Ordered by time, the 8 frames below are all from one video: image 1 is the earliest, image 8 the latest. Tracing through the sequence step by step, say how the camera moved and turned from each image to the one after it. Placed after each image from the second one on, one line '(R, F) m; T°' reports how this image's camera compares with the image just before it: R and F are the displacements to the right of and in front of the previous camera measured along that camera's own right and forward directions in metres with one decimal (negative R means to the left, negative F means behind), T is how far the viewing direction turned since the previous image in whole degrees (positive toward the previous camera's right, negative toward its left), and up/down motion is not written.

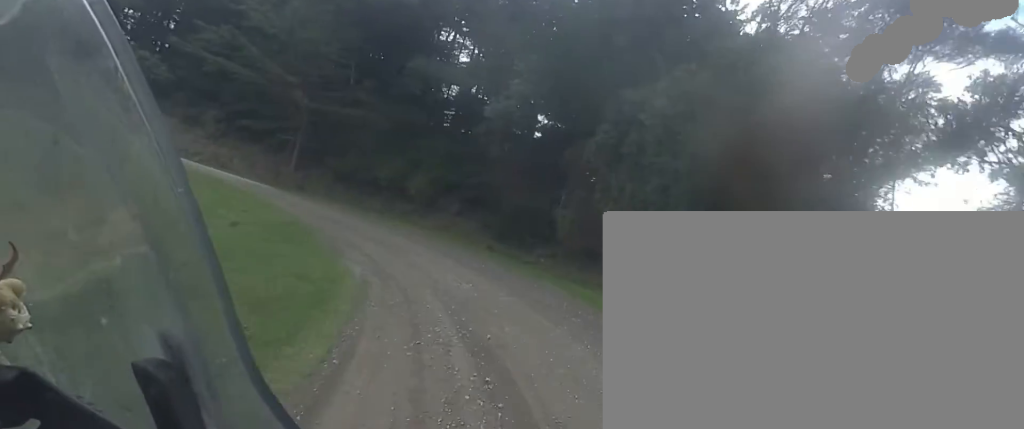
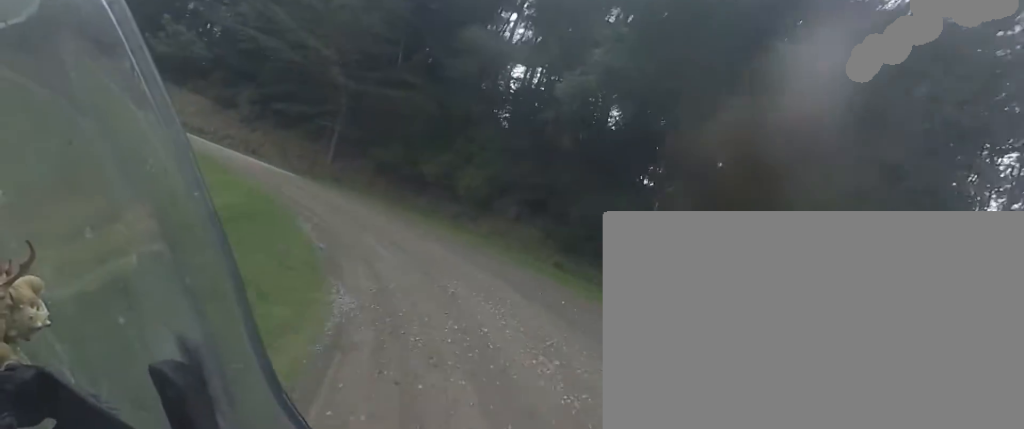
(-0.4, +5.3) m; -7°
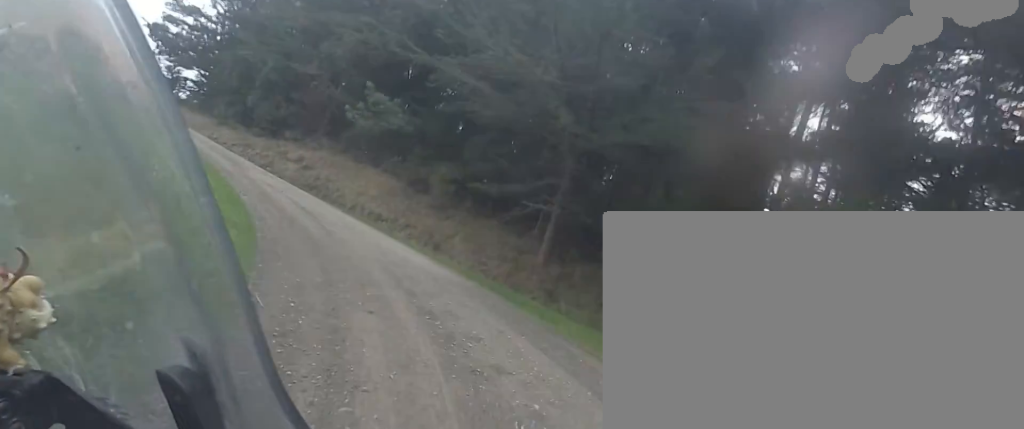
(-1.8, +14.7) m; -17°
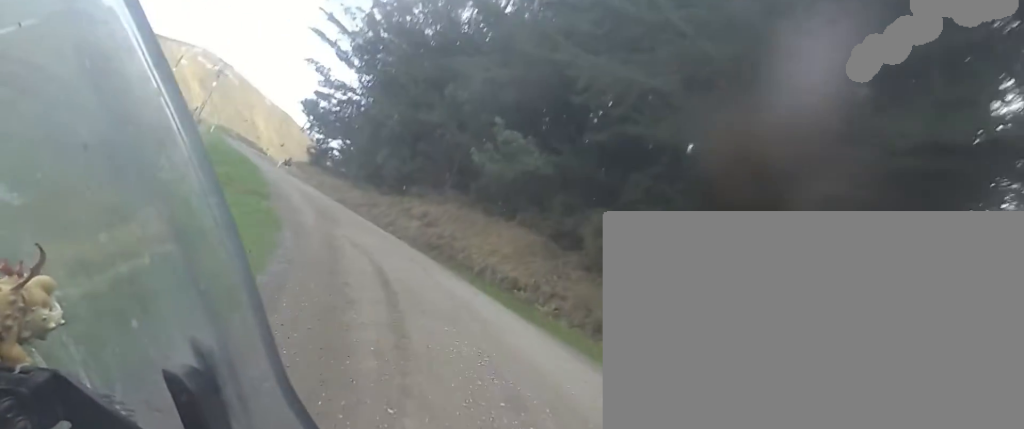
(-0.5, +7.0) m; -11°
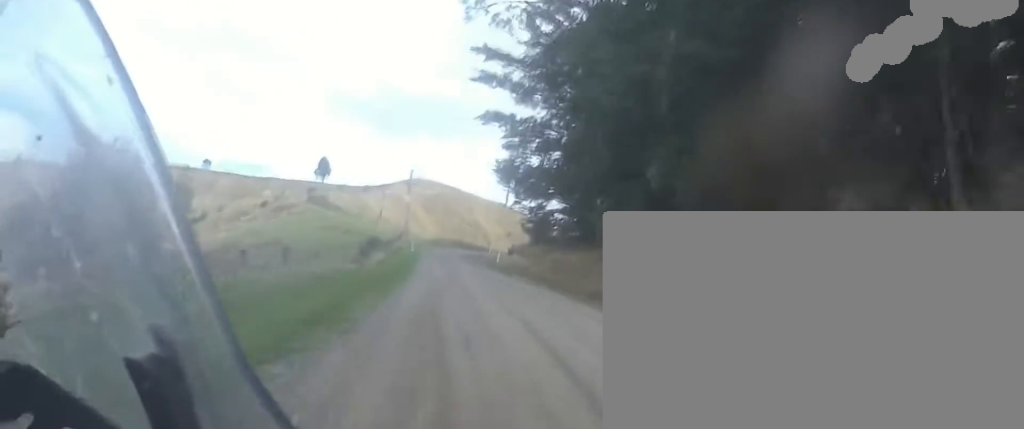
(-6.2, +21.9) m; -24°
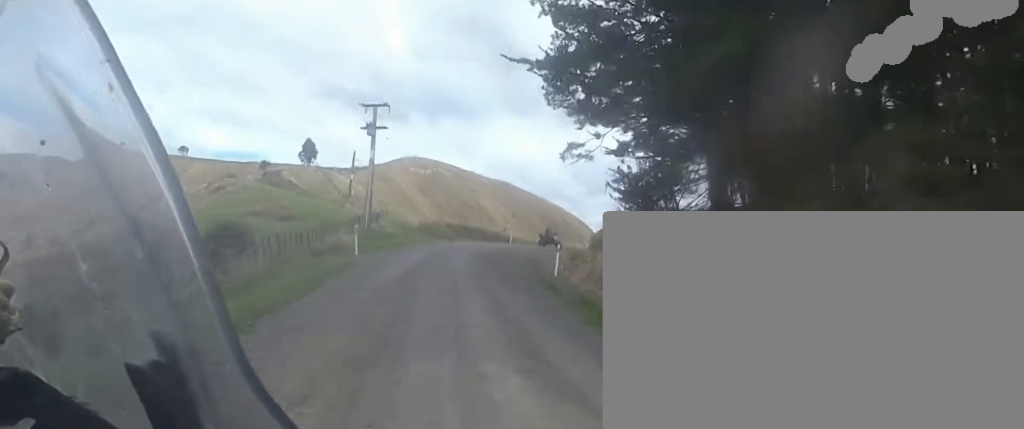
(-2.5, +22.8) m; -6°
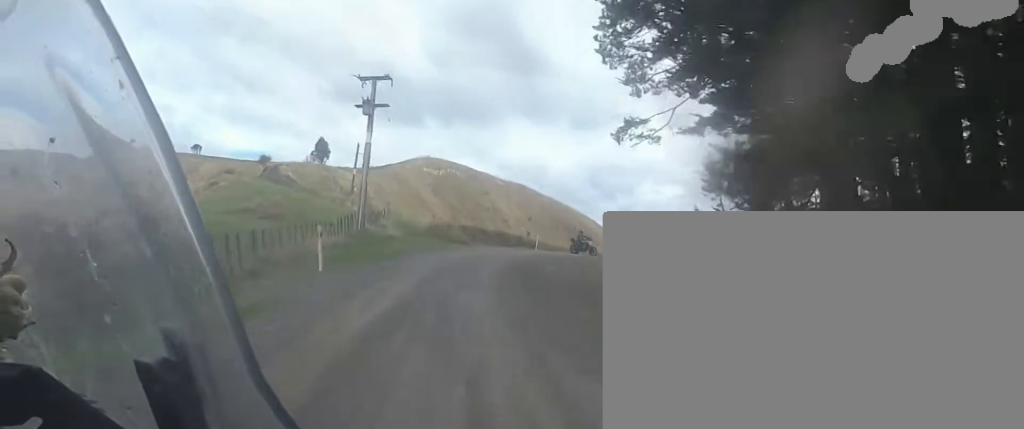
(+0.7, +6.0) m; +1°
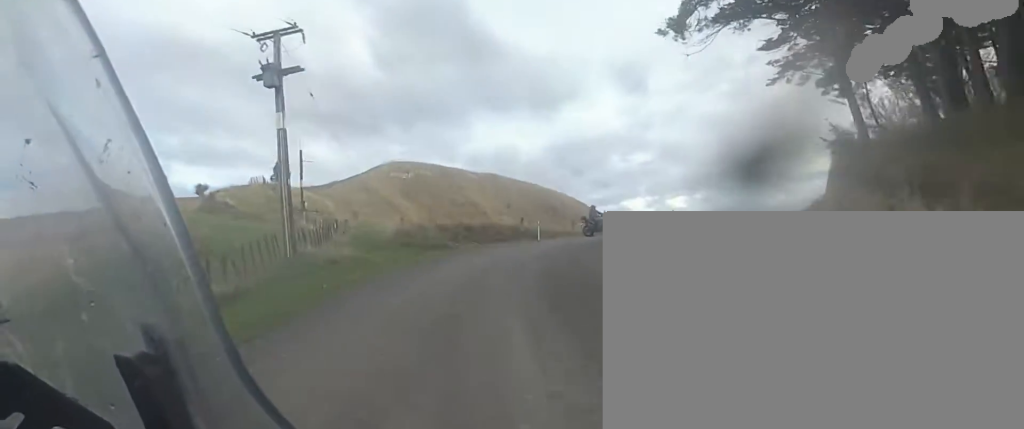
(+0.3, +7.7) m; +4°
